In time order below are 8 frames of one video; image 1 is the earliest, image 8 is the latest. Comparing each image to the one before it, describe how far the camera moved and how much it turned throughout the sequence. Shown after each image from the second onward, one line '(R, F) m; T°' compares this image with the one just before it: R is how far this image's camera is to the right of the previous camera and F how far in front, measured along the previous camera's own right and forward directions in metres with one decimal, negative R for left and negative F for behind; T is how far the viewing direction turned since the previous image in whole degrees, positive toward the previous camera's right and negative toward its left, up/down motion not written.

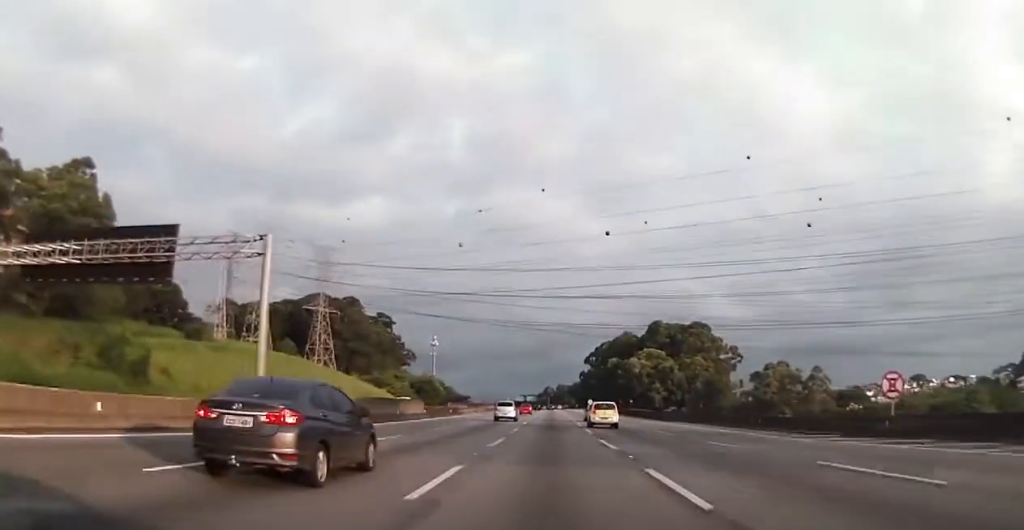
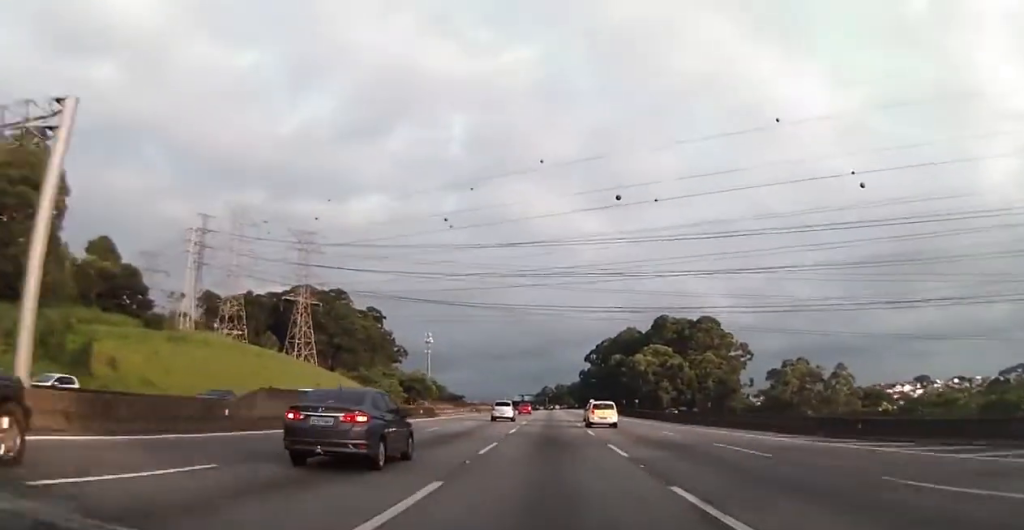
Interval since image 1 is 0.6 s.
(+0.1, +15.2) m; 0°
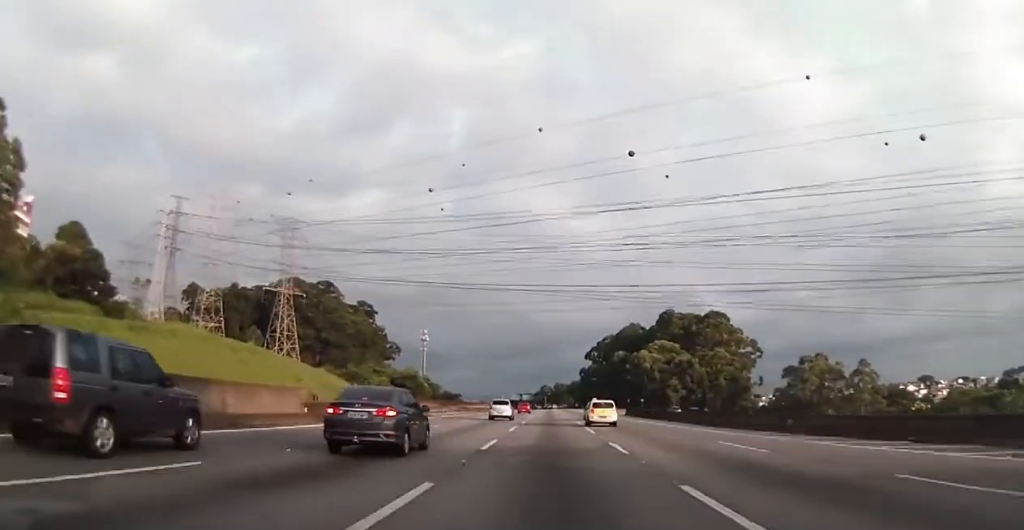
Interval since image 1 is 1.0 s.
(+0.3, +12.5) m; 0°
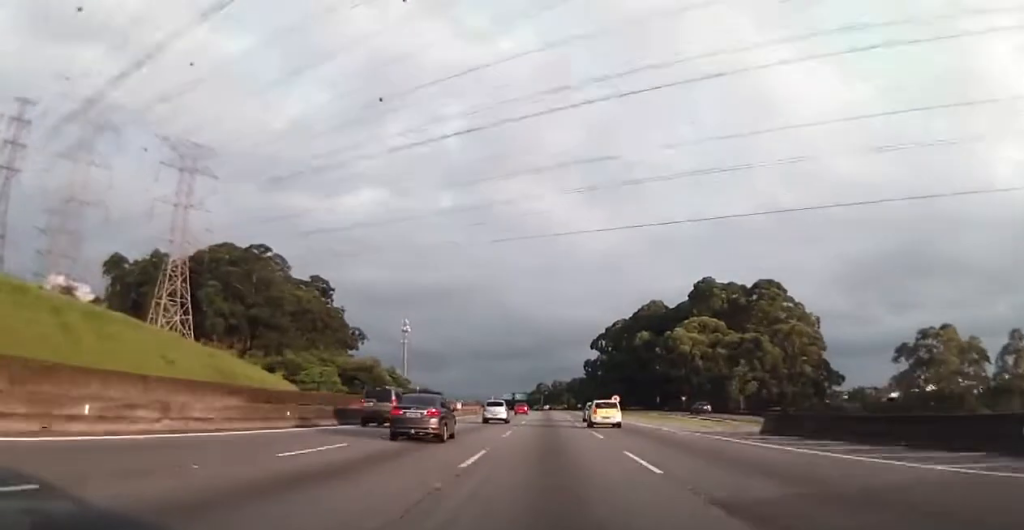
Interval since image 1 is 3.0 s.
(-1.0, +53.6) m; 0°
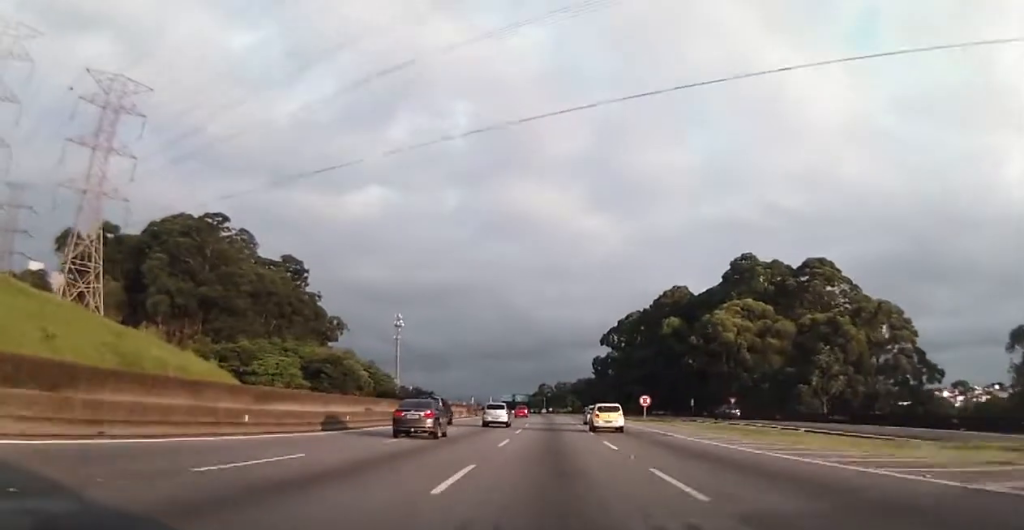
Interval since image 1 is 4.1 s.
(+1.0, +29.0) m; +1°
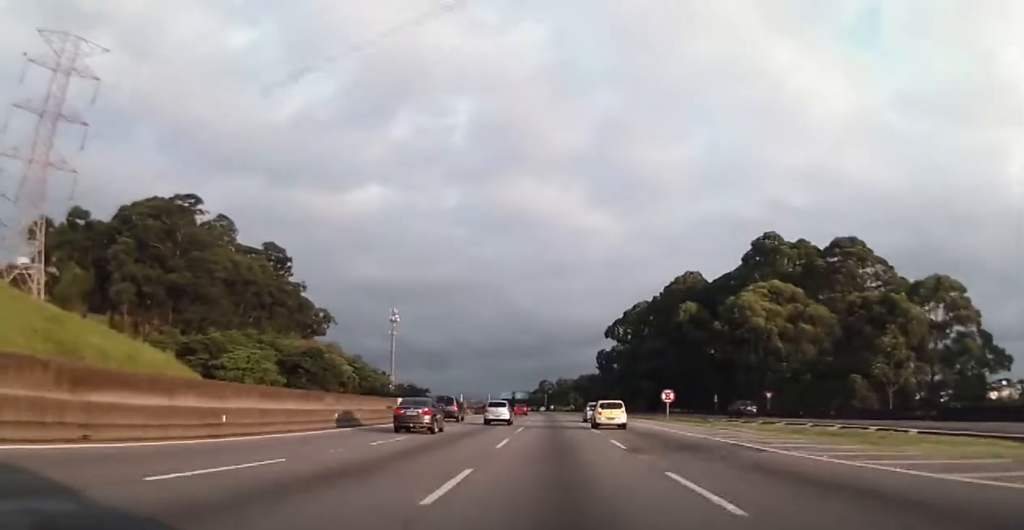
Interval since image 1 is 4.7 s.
(-0.2, +13.9) m; 0°
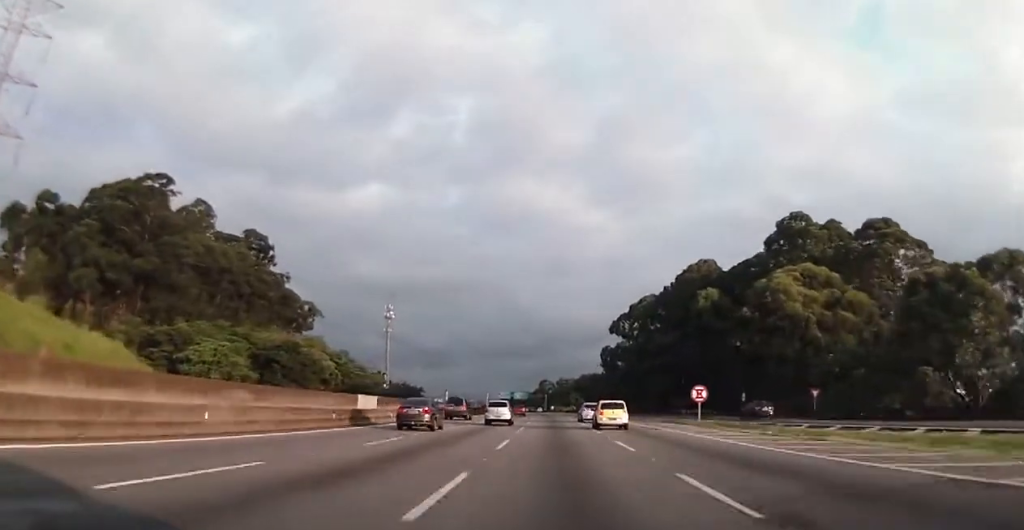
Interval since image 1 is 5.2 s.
(-0.2, +13.0) m; -1°
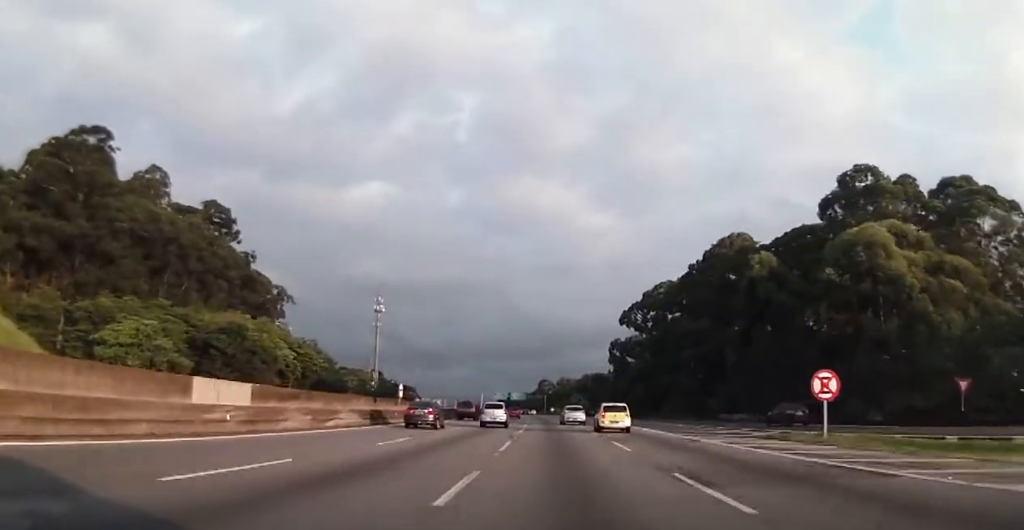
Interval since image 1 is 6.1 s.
(-0.1, +23.2) m; 0°
